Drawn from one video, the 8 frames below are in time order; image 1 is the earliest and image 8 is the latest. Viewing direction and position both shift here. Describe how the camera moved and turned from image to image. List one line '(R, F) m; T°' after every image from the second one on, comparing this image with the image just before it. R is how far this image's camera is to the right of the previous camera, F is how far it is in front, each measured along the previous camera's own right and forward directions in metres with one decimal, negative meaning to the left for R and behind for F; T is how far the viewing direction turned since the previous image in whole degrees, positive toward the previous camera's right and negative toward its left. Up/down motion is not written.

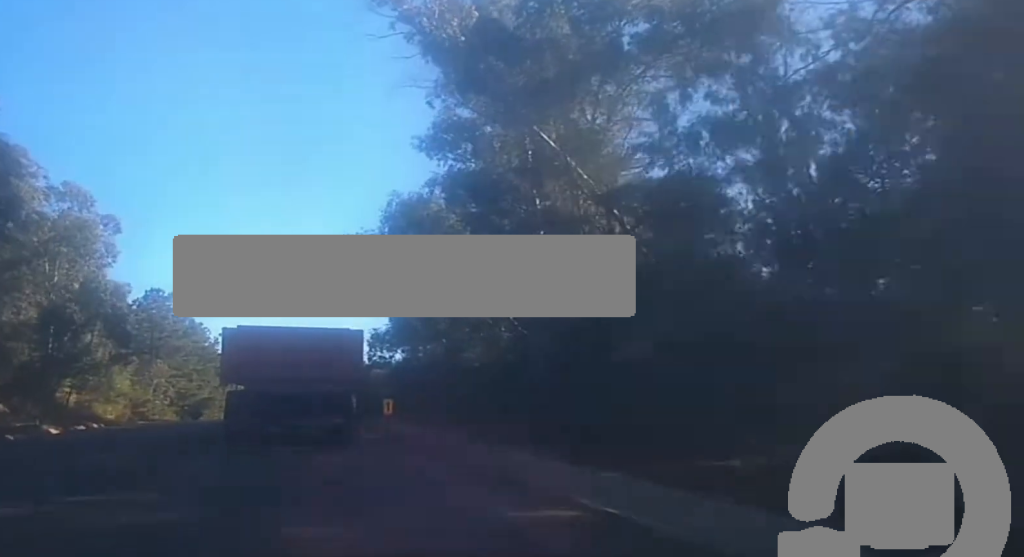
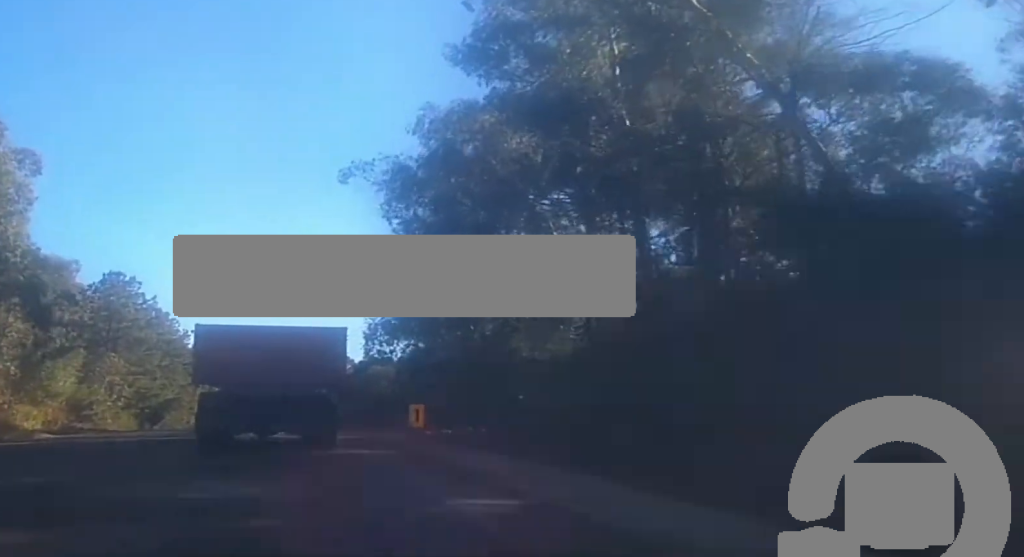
(-0.2, +16.8) m; -1°
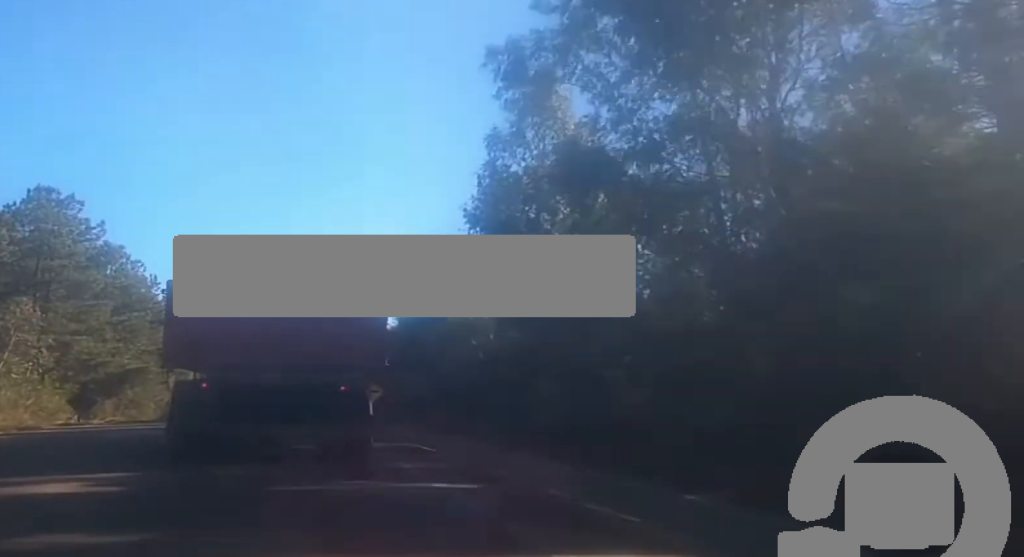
(-0.4, +28.1) m; -1°
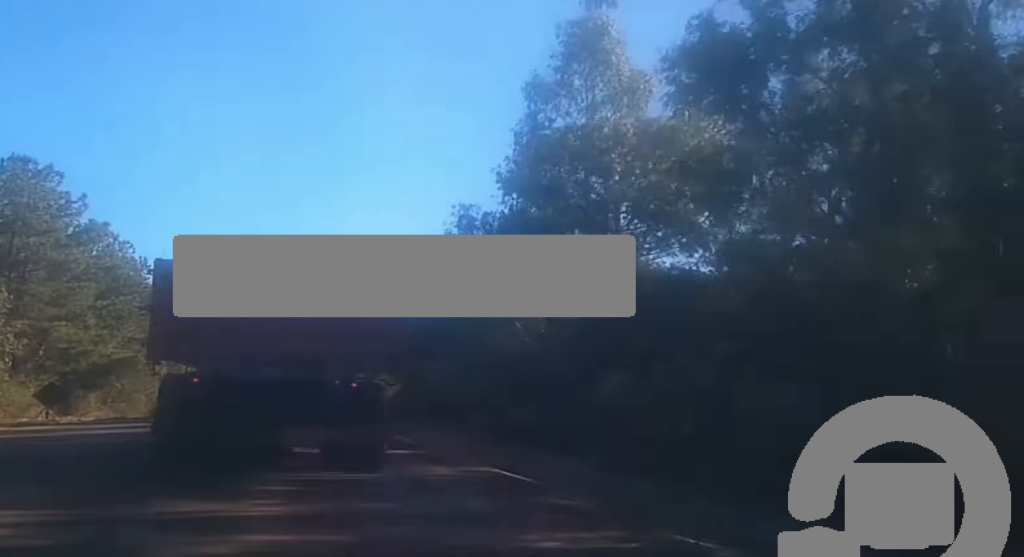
(0.0, +6.1) m; 0°
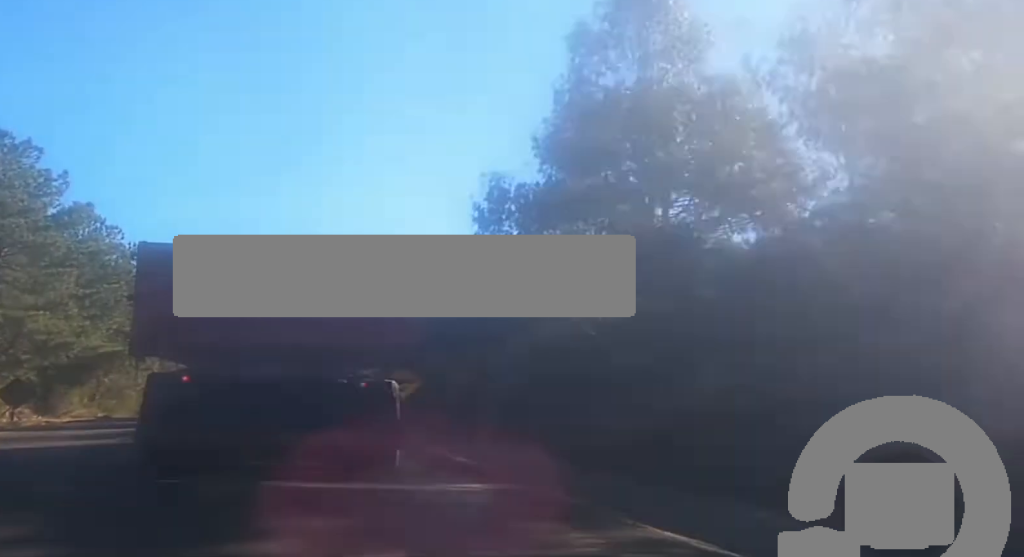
(0.0, +5.8) m; 0°
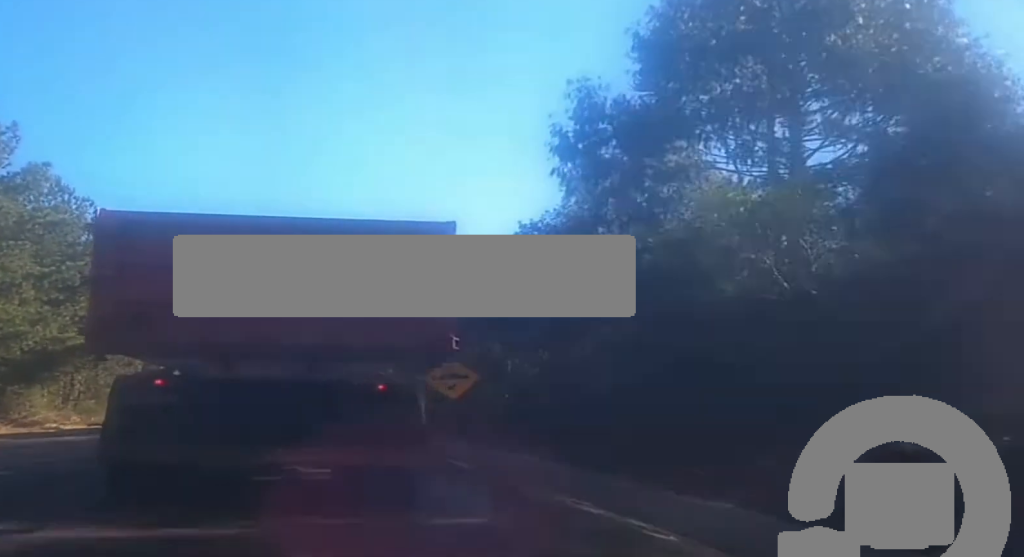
(+0.2, +10.9) m; +2°
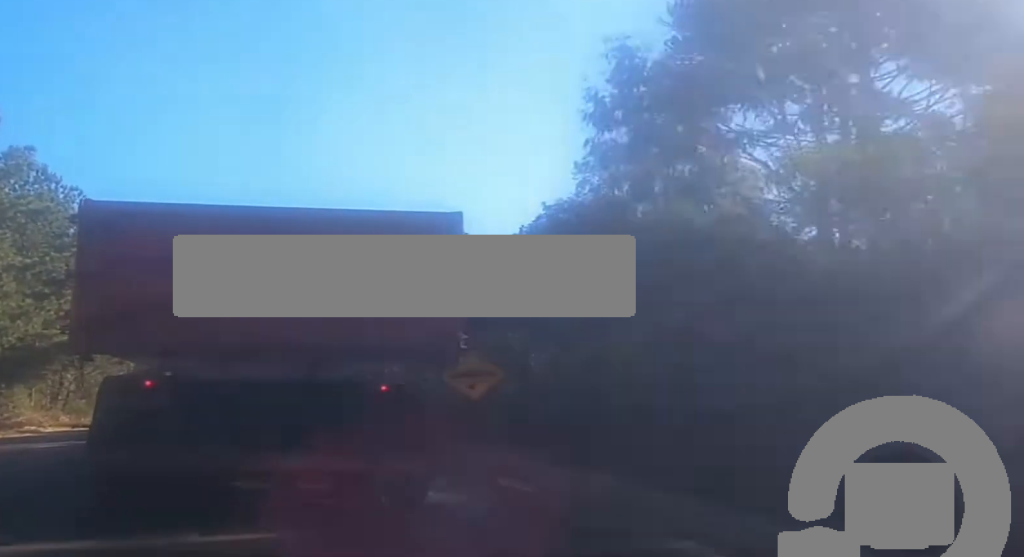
(0.0, +3.2) m; 0°
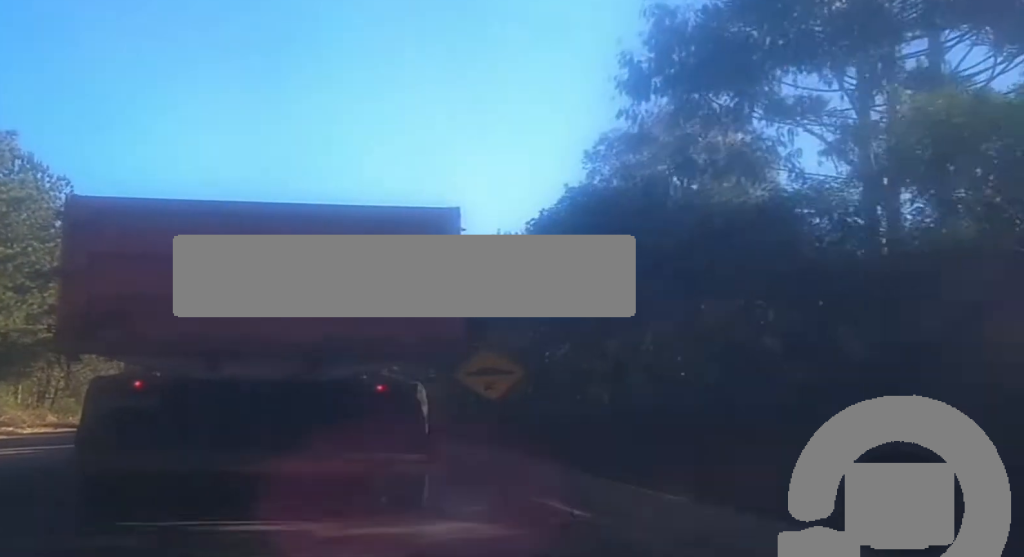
(0.0, +2.7) m; -1°
